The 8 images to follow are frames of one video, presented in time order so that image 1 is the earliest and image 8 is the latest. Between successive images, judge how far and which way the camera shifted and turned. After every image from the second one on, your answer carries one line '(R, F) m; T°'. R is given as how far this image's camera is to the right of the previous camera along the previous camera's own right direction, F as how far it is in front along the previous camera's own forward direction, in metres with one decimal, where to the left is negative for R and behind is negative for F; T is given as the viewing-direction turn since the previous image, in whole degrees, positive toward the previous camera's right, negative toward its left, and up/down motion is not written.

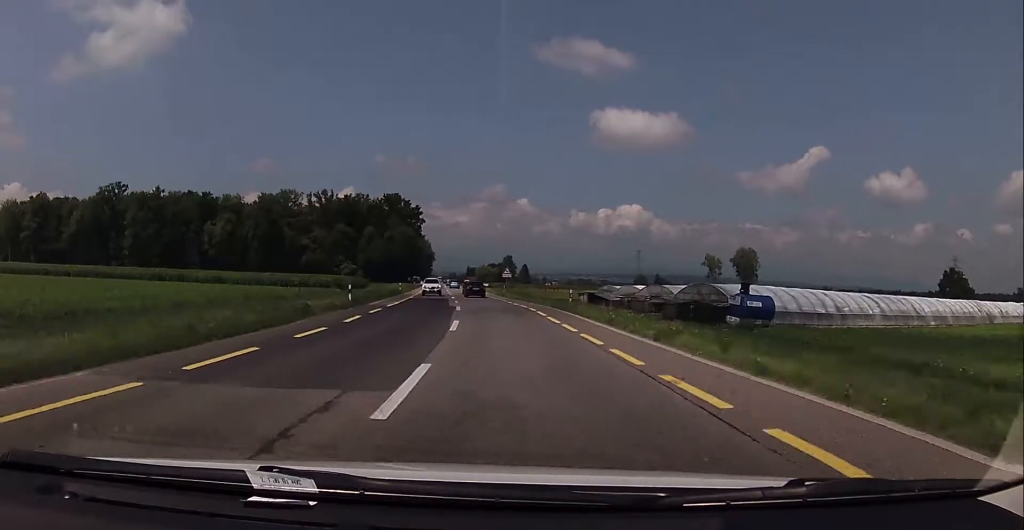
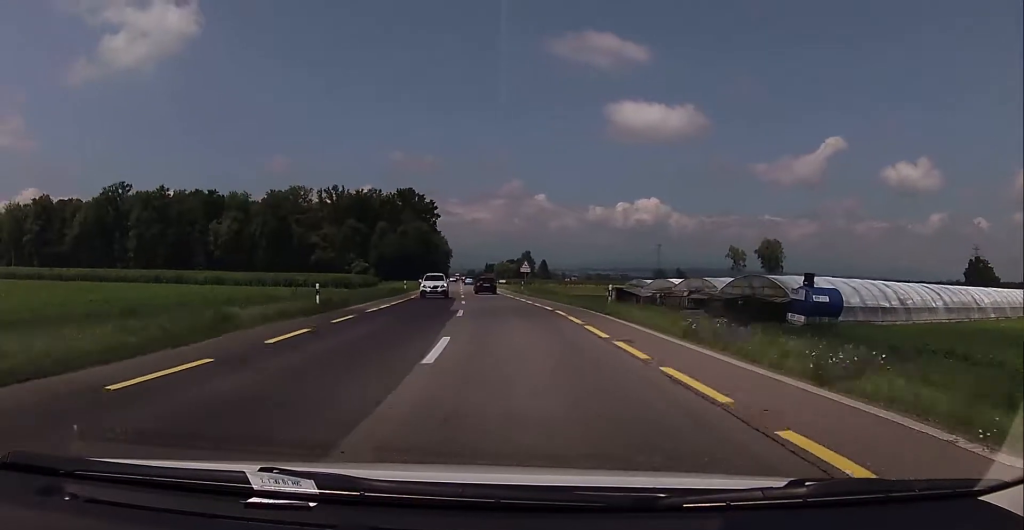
(0.0, +8.2) m; -1°
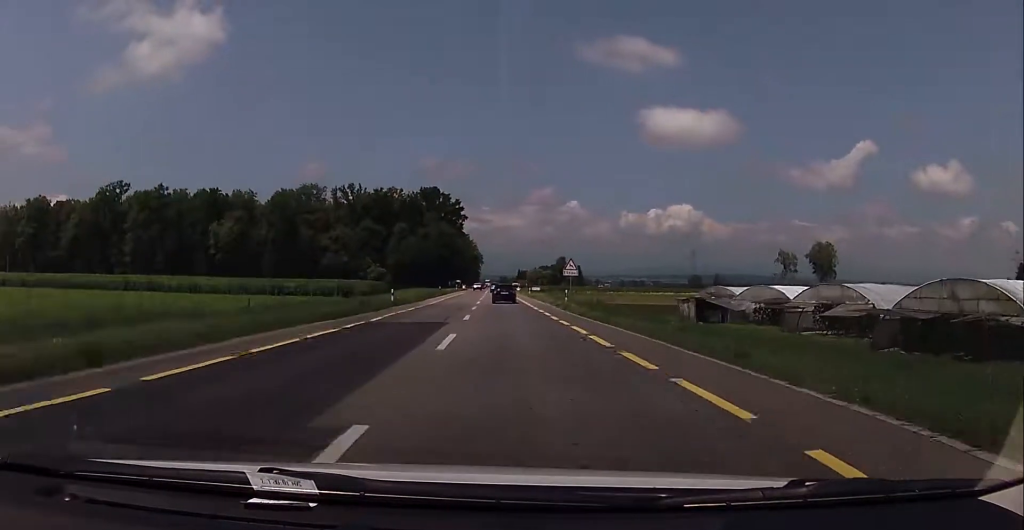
(-0.9, +21.0) m; -4°
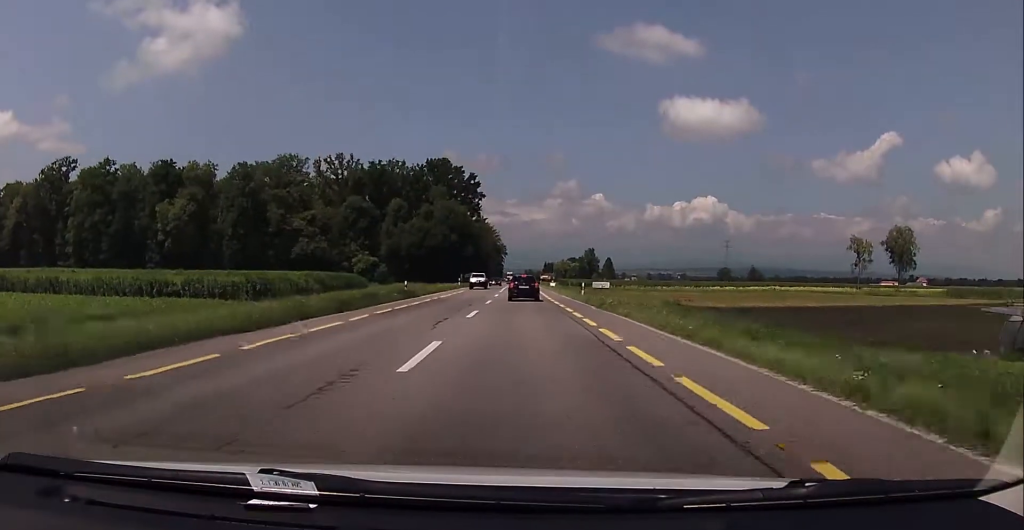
(-1.7, +43.0) m; -3°
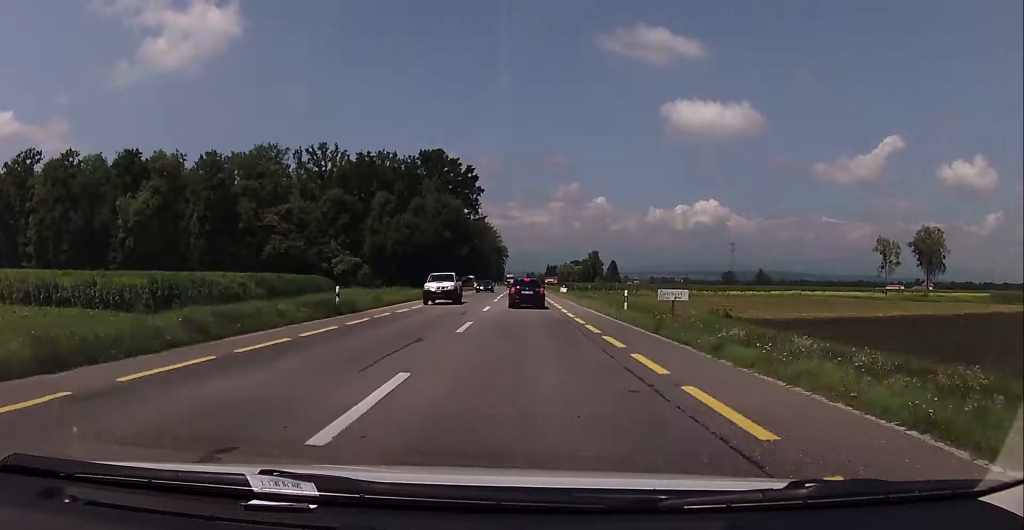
(0.0, +17.9) m; 0°
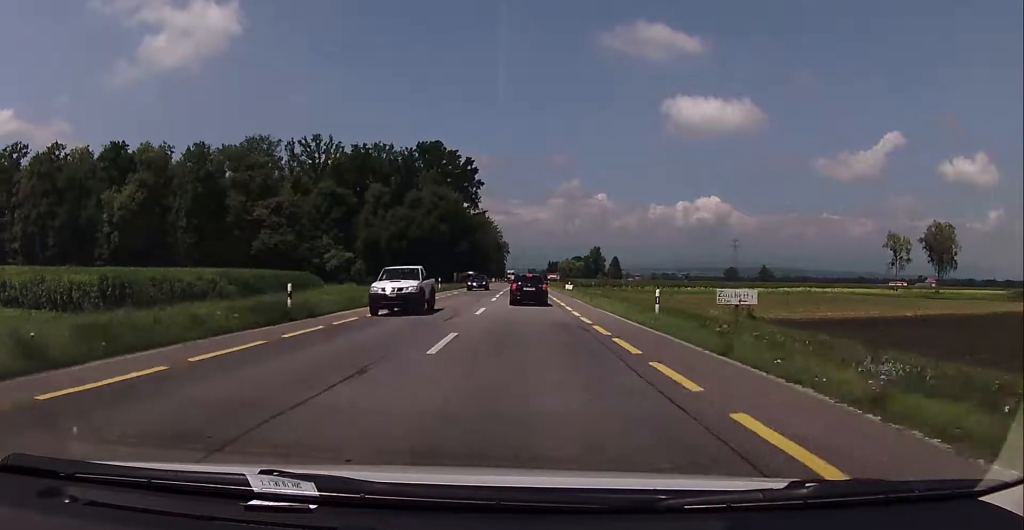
(+0.1, +6.4) m; 0°
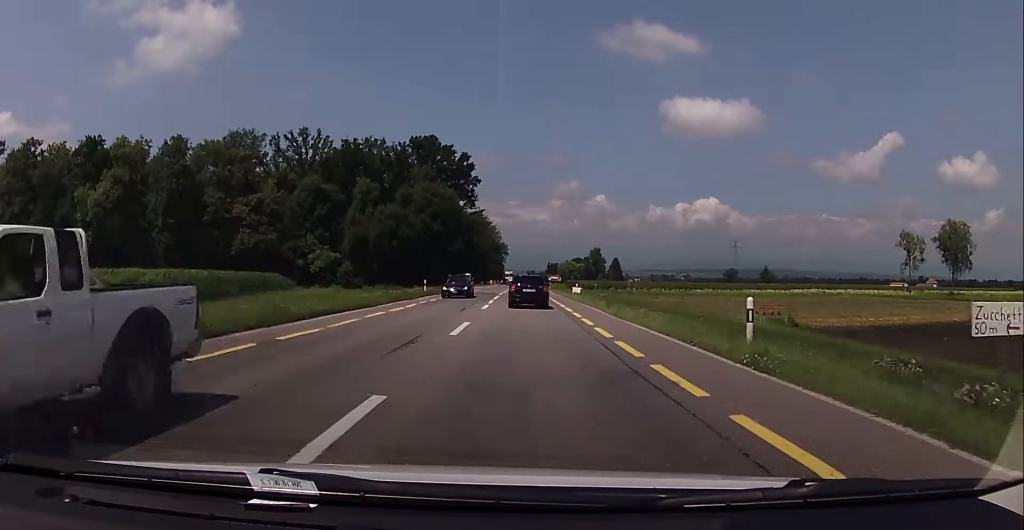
(0.0, +9.2) m; -1°
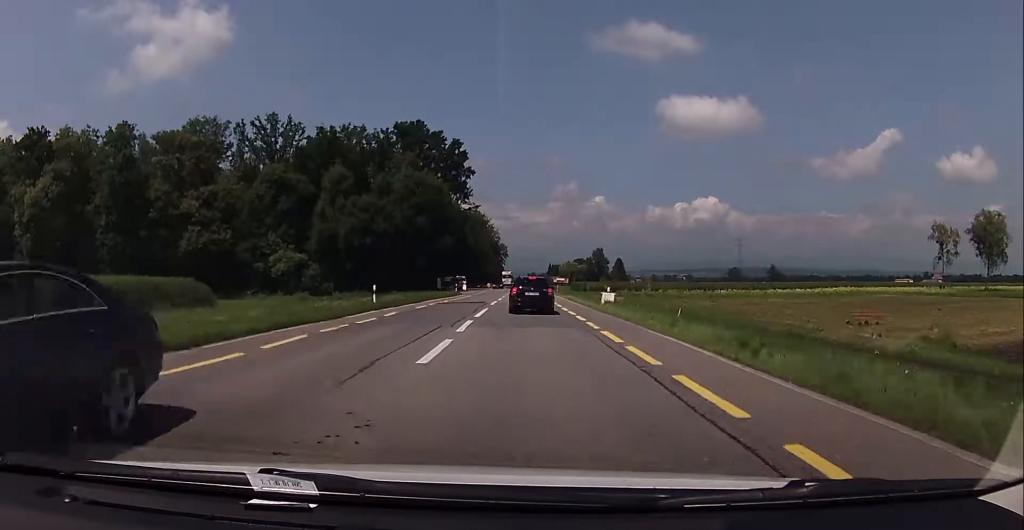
(-0.4, +17.7) m; 0°
